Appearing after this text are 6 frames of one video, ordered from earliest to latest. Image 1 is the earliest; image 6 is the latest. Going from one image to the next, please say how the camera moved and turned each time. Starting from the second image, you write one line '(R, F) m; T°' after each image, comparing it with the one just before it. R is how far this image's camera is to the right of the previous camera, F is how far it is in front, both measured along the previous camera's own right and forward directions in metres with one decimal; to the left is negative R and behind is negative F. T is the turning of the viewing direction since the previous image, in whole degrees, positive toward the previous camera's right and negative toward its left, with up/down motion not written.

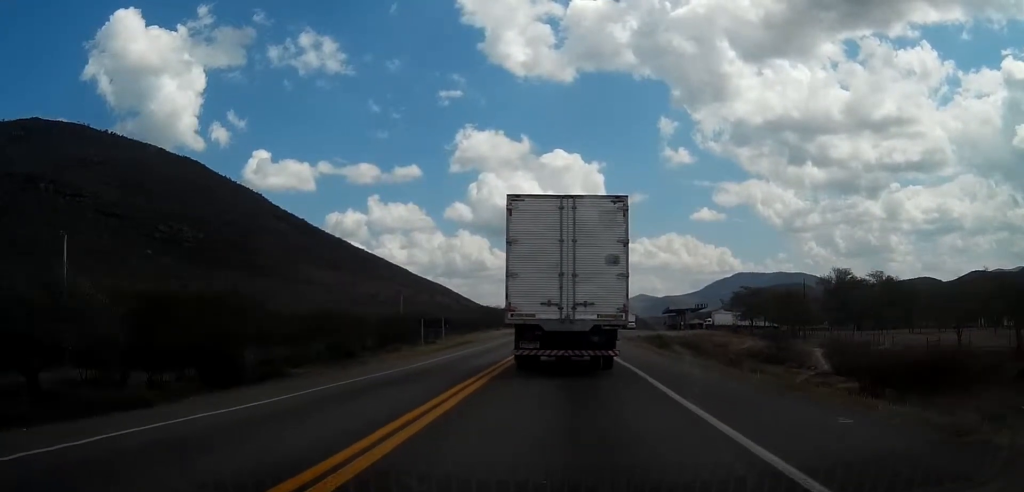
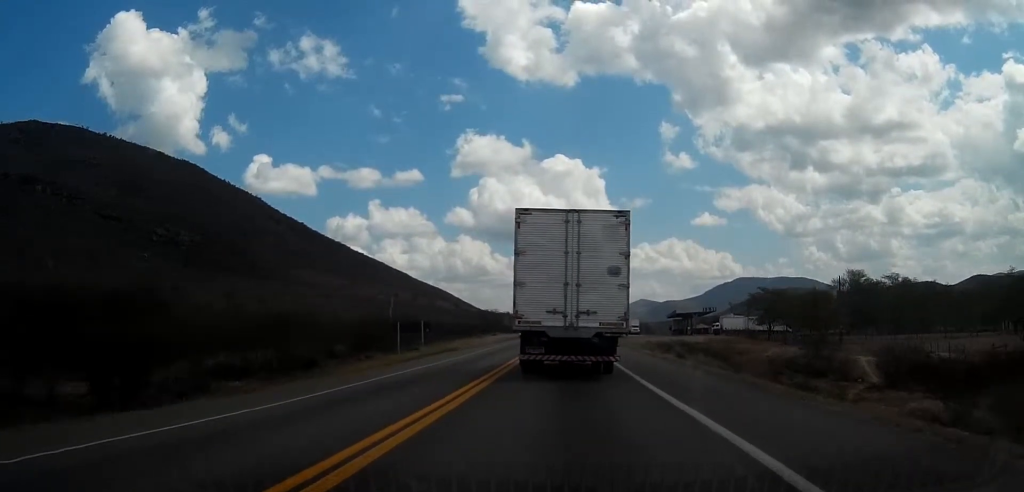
(+0.1, +10.5) m; 0°
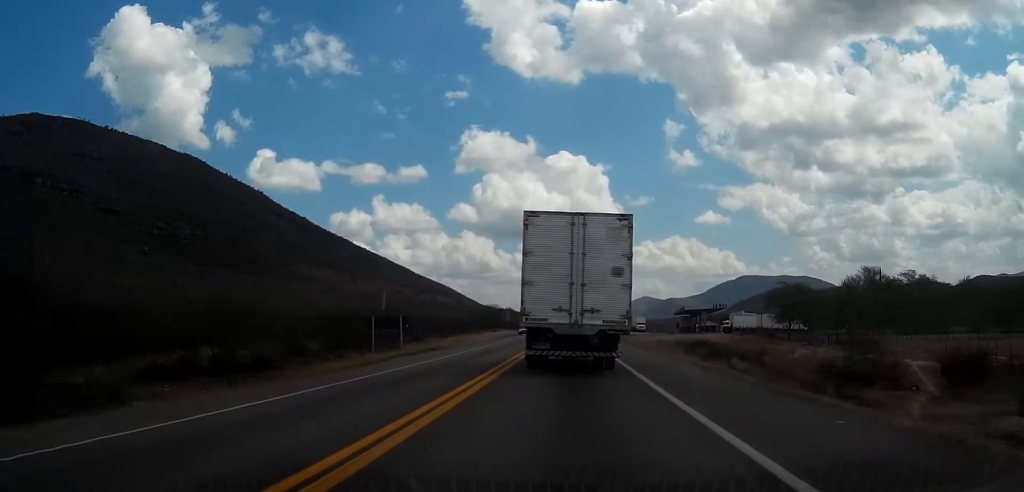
(0.0, +8.8) m; 0°
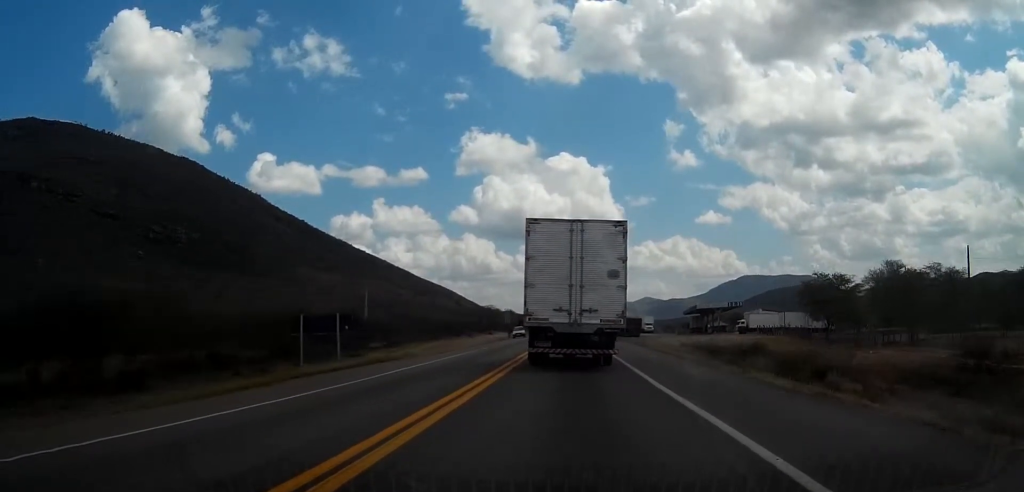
(-0.1, +14.7) m; 0°
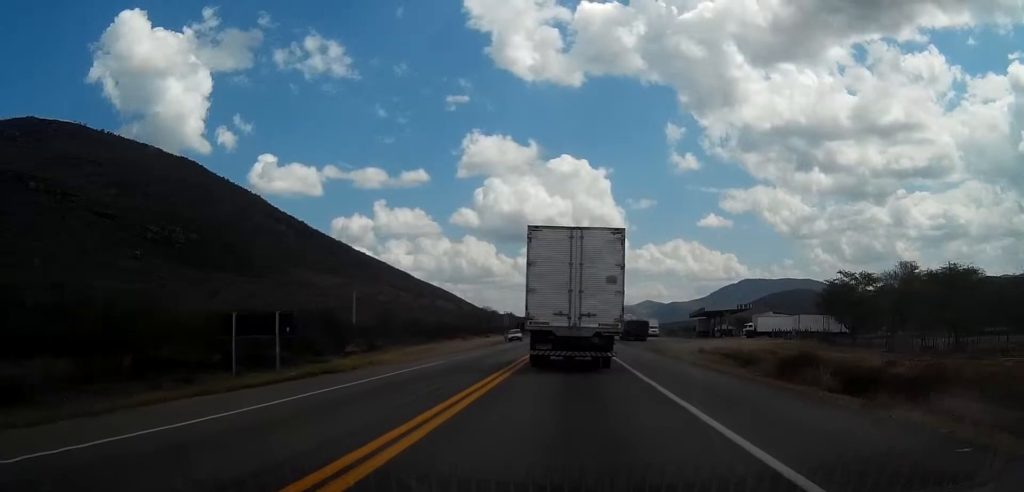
(0.0, +8.1) m; 0°
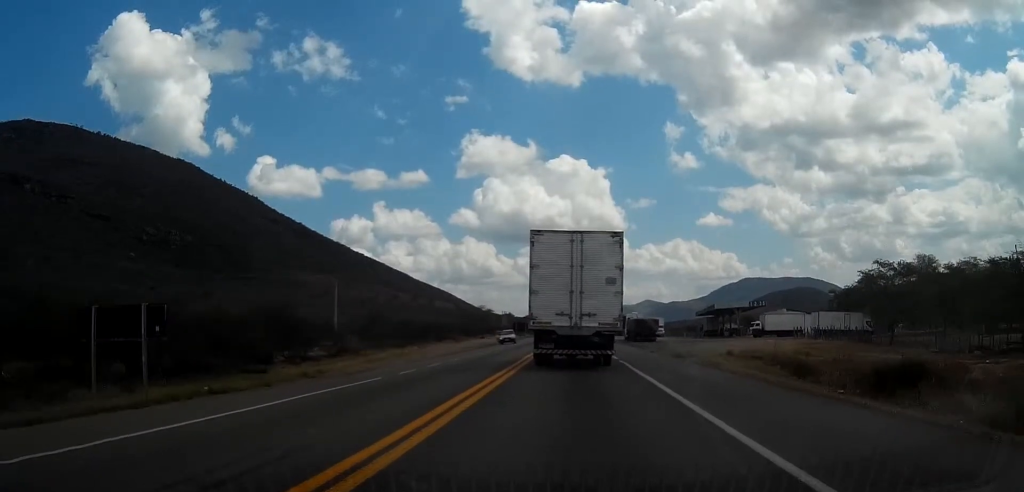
(0.0, +10.0) m; 0°
